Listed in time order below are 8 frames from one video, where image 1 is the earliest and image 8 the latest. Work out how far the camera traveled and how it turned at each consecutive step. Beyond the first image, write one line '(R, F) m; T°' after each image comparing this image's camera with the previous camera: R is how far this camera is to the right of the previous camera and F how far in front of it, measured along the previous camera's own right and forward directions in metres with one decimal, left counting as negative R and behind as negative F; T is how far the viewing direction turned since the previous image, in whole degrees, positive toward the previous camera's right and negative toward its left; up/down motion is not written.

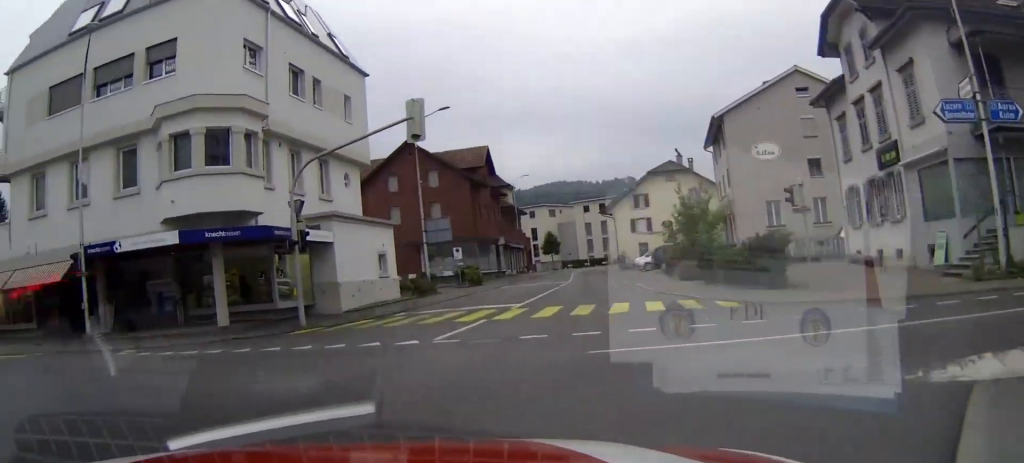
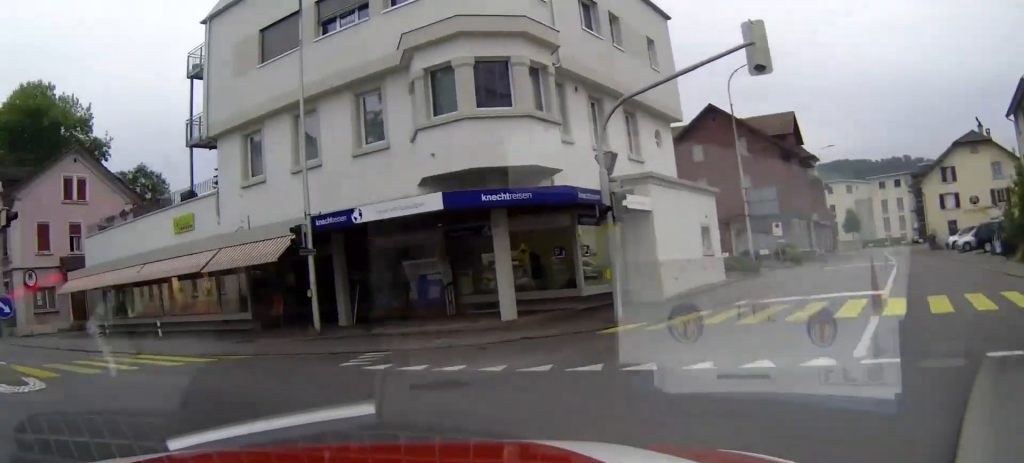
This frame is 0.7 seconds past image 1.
(-1.5, +5.2) m; -20°
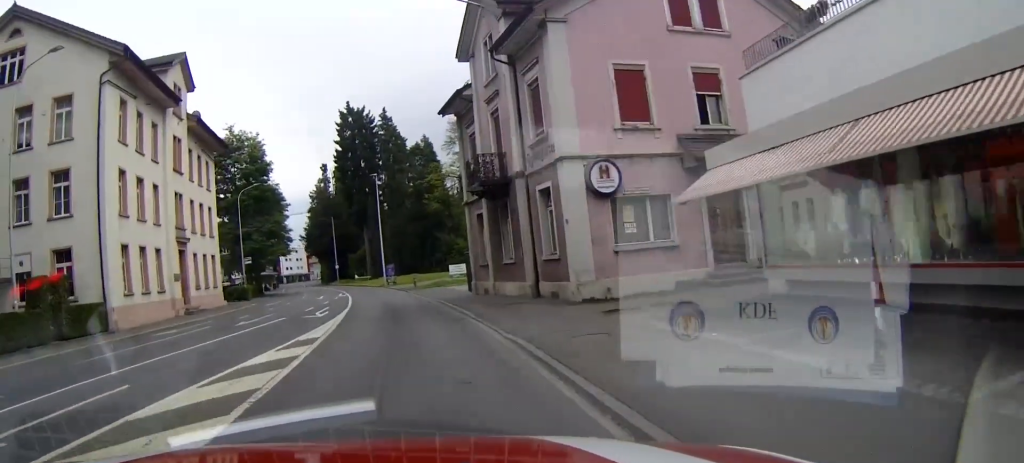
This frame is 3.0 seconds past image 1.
(-6.8, +15.4) m; -38°
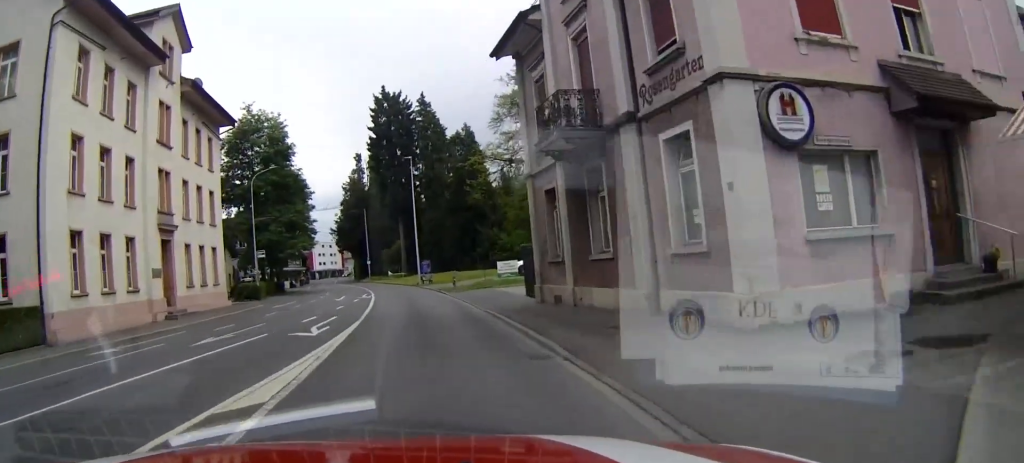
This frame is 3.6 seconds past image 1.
(-0.4, +6.8) m; -4°
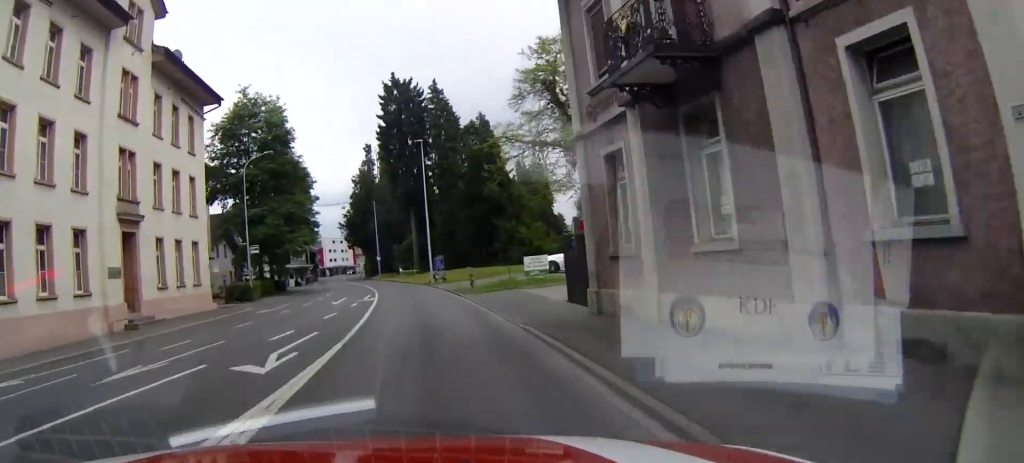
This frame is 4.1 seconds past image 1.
(0.0, +4.8) m; -1°
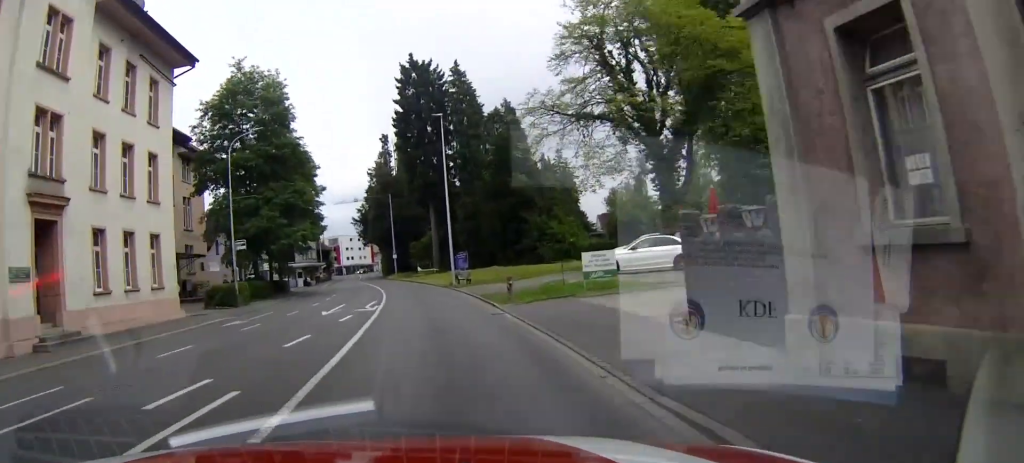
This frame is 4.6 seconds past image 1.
(-0.1, +7.1) m; -1°
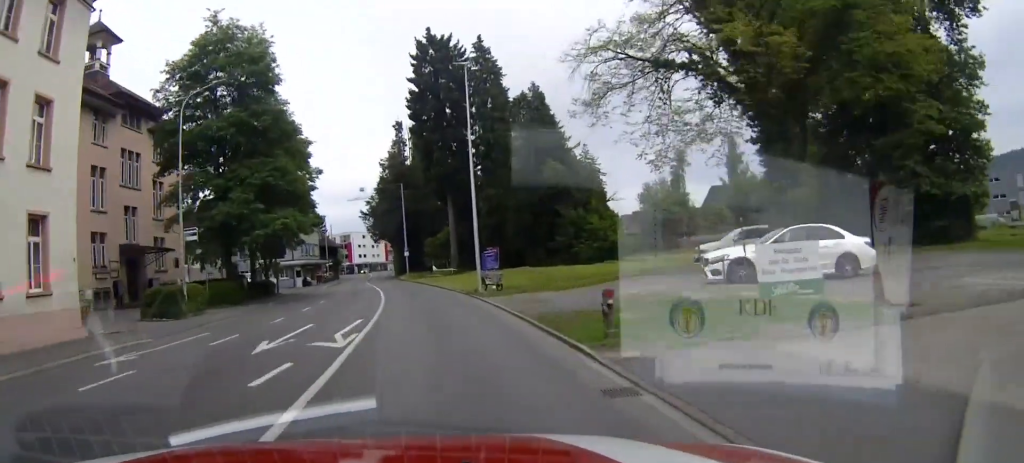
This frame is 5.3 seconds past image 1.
(-0.1, +9.4) m; -1°
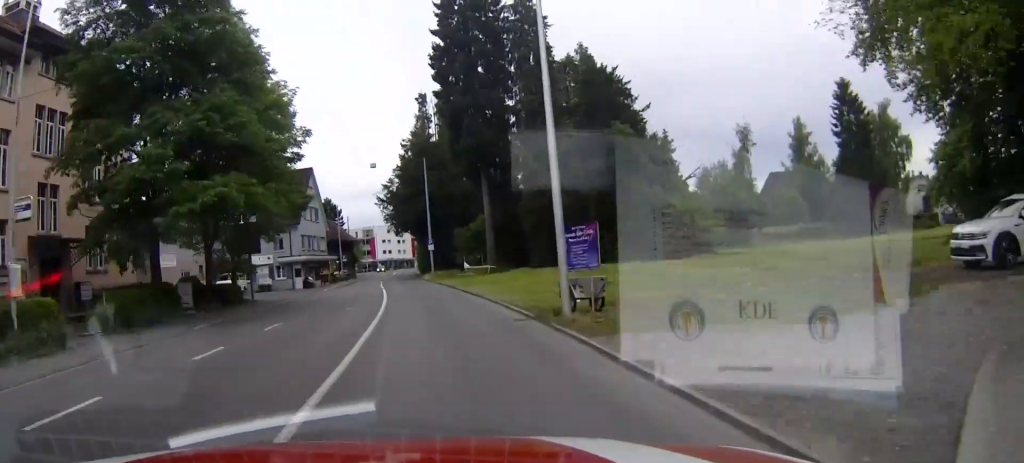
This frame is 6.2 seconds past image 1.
(-0.1, +13.6) m; -1°
